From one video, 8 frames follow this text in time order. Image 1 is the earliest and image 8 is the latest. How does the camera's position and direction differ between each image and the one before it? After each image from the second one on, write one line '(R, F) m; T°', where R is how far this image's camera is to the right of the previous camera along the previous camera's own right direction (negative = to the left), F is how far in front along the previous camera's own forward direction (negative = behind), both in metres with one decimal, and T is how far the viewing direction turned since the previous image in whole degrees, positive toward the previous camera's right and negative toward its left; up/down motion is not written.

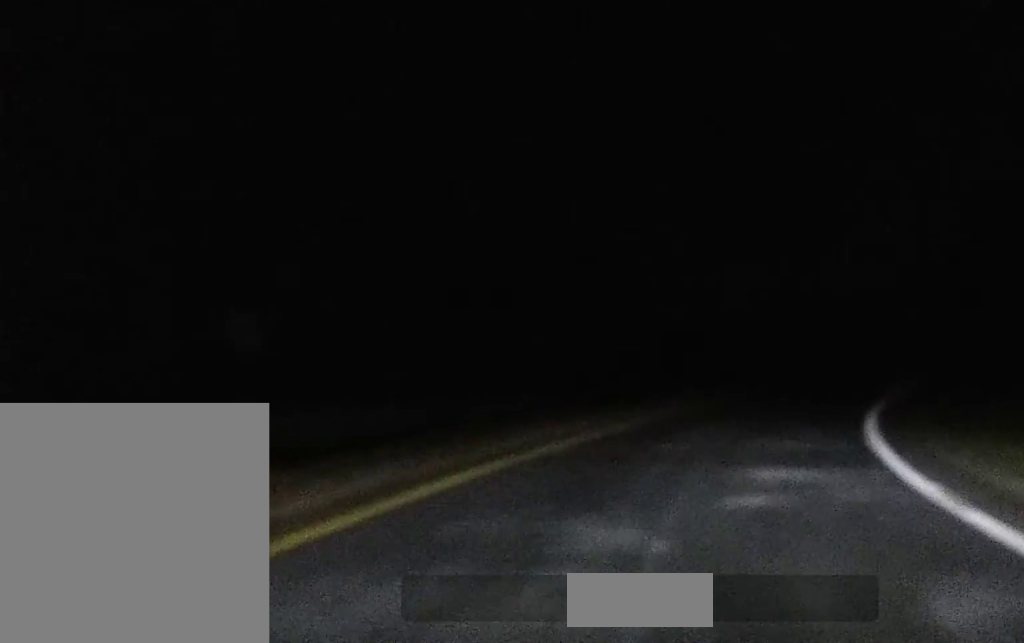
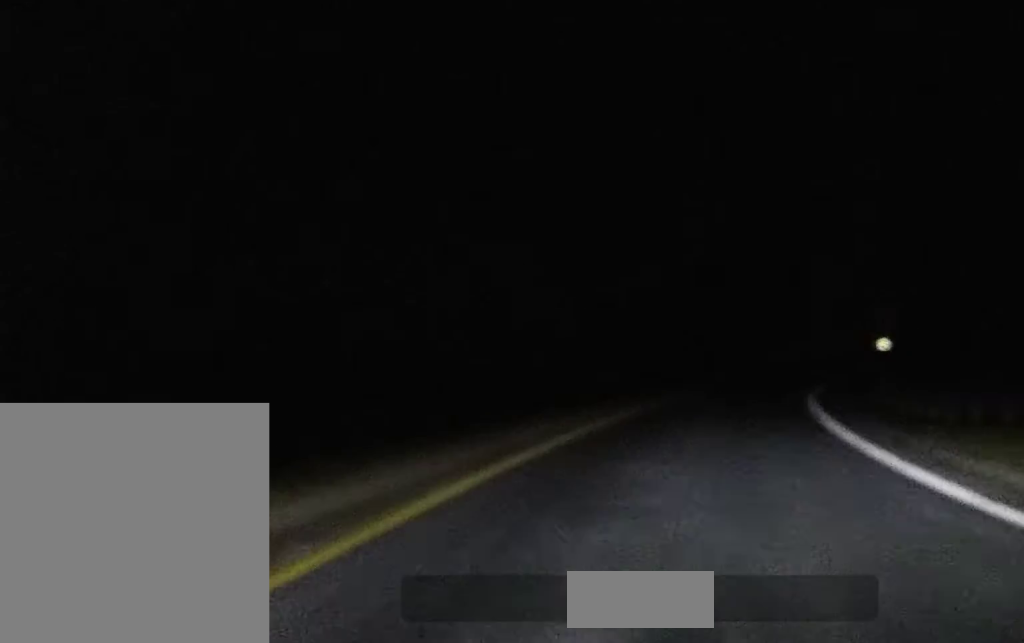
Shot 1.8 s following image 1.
(+4.4, +36.2) m; +13°
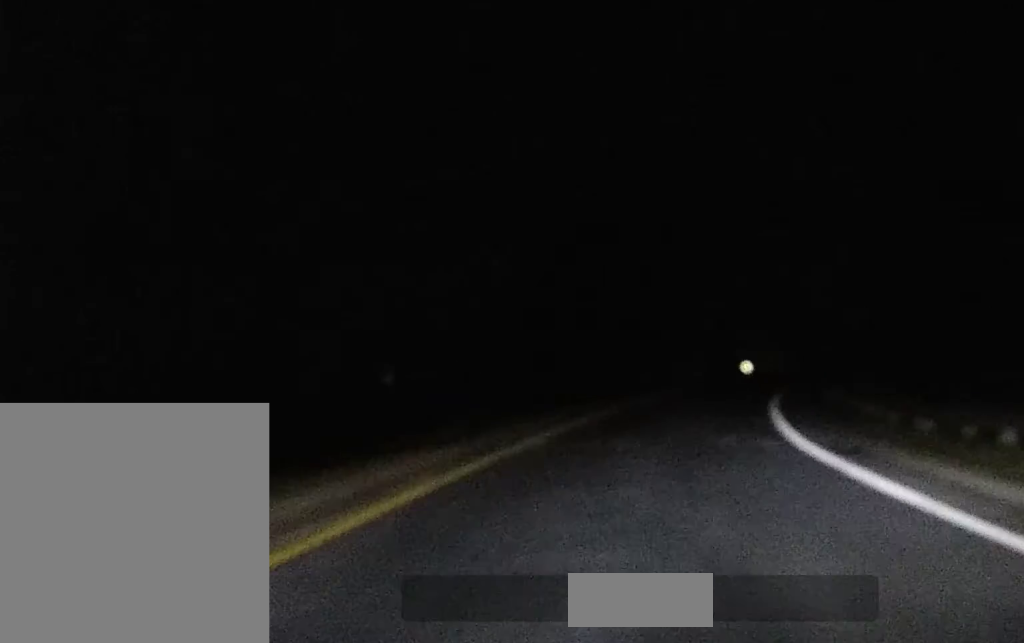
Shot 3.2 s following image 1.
(+1.8, +25.4) m; +7°
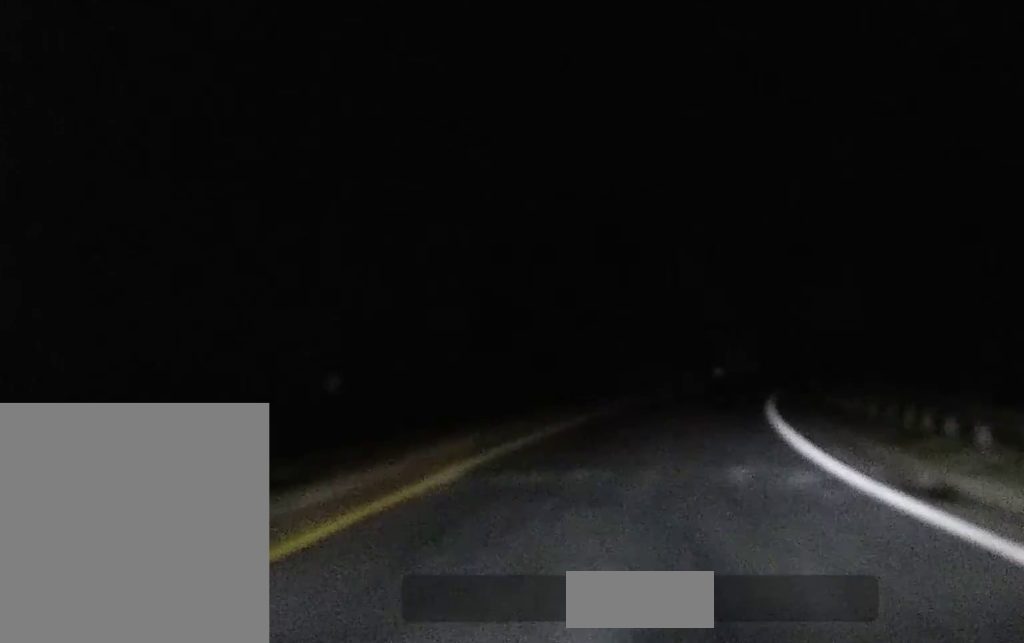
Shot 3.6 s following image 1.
(+0.2, +7.2) m; +2°
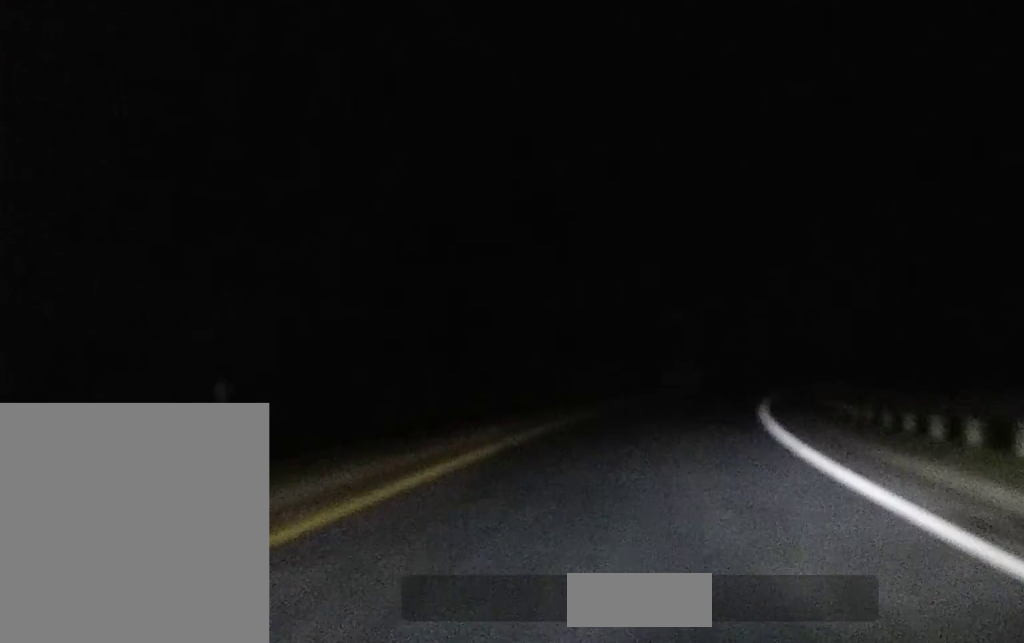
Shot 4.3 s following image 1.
(0.0, +10.3) m; +1°
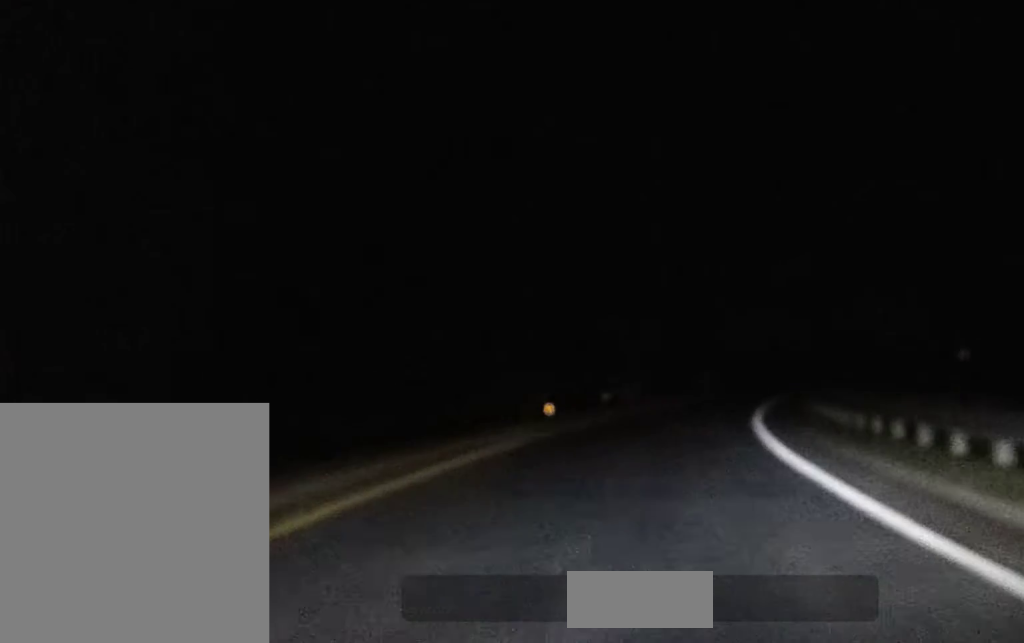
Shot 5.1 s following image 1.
(+0.2, +11.2) m; +3°
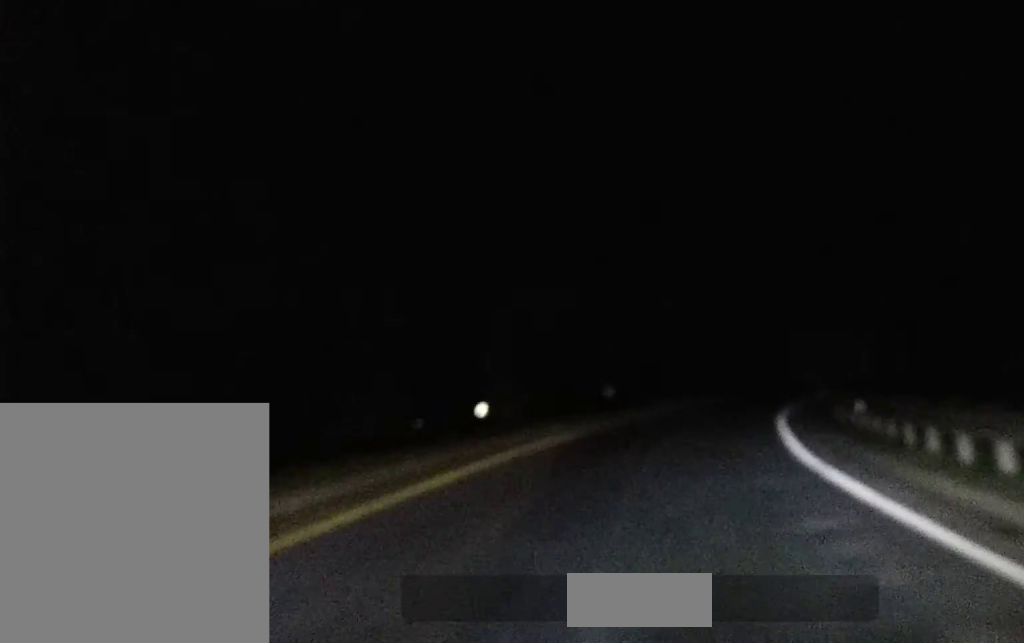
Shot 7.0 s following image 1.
(+2.0, +28.5) m; +7°
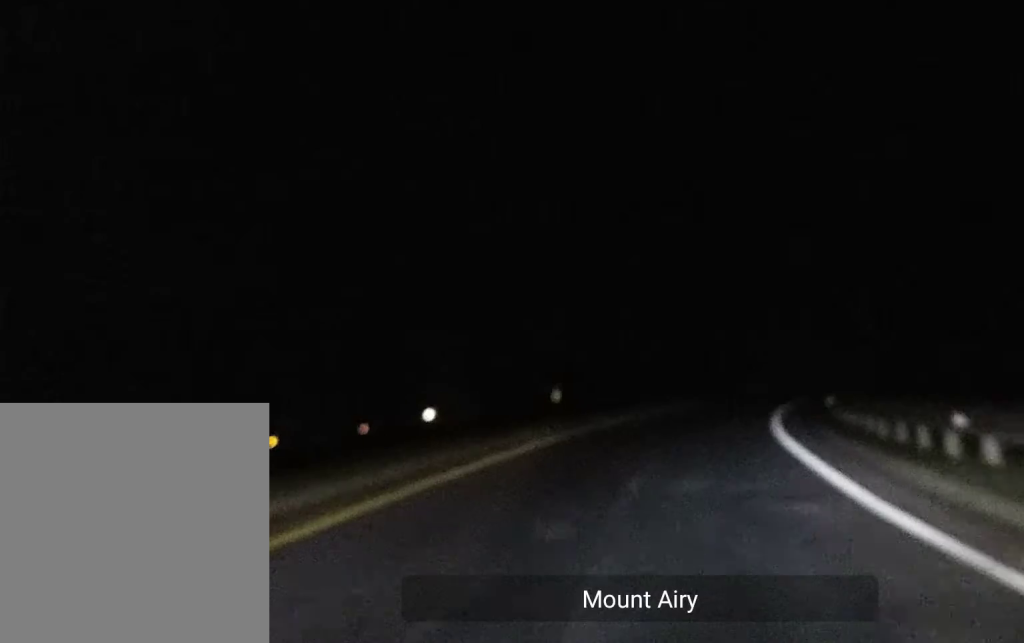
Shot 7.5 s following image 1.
(0.0, +9.5) m; +2°
